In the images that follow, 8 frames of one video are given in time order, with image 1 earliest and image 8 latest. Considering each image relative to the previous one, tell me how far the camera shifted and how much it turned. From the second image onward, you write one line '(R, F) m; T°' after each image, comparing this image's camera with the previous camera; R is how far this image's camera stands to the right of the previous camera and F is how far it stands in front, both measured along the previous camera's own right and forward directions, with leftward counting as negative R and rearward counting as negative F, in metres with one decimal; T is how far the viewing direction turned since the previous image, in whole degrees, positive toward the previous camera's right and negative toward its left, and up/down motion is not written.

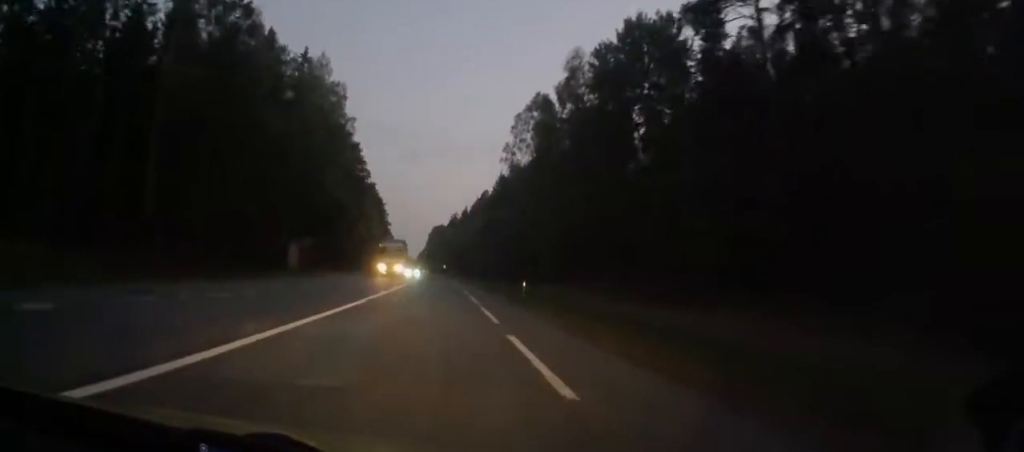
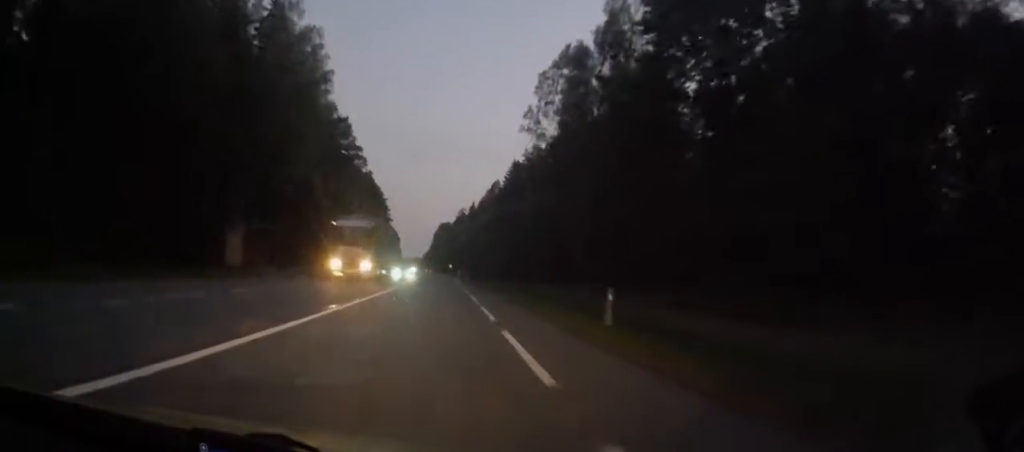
(-0.1, +17.4) m; 0°
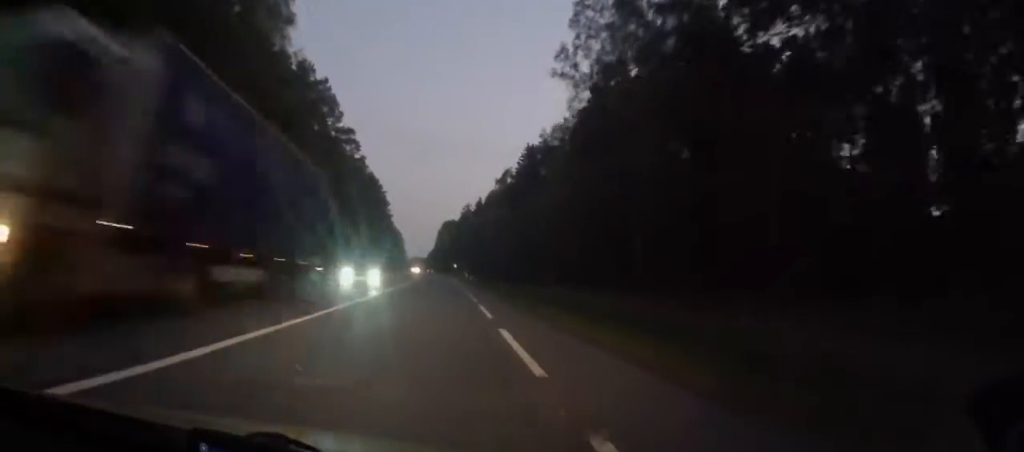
(0.0, +17.3) m; 0°
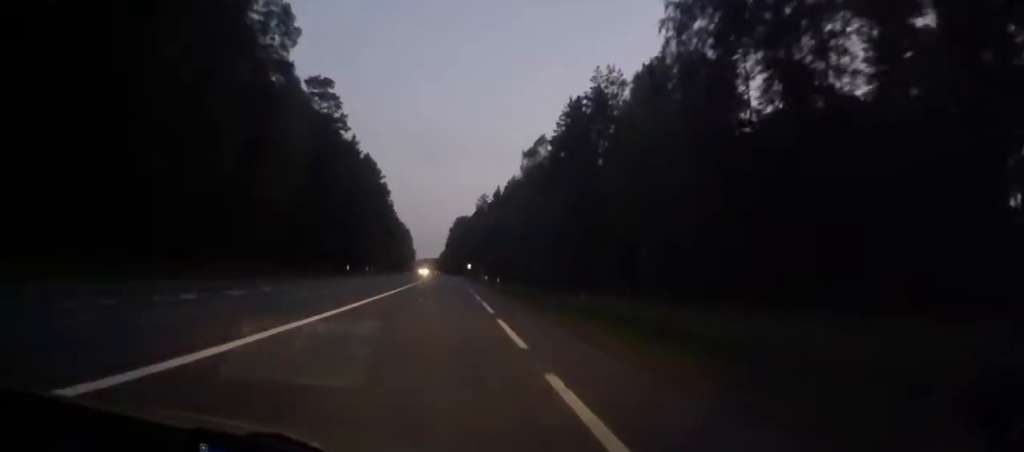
(-0.2, +32.6) m; -1°
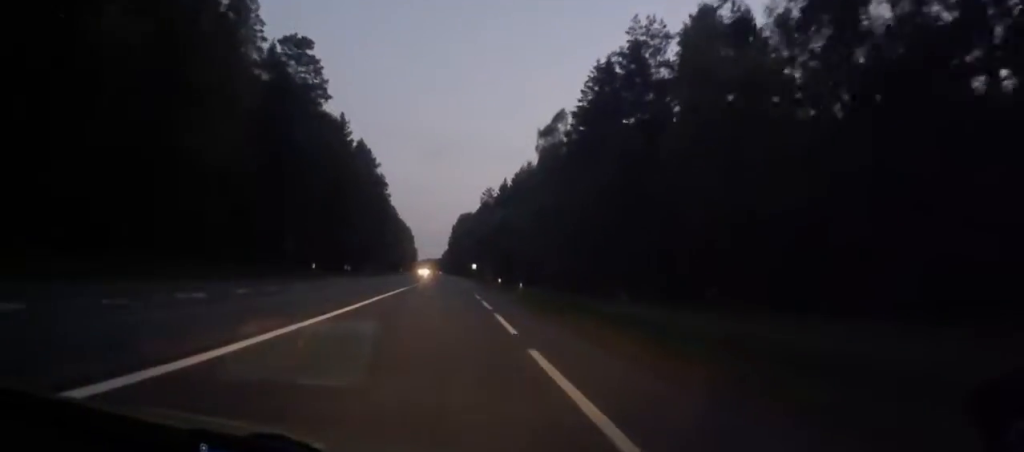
(-0.1, +15.4) m; 0°
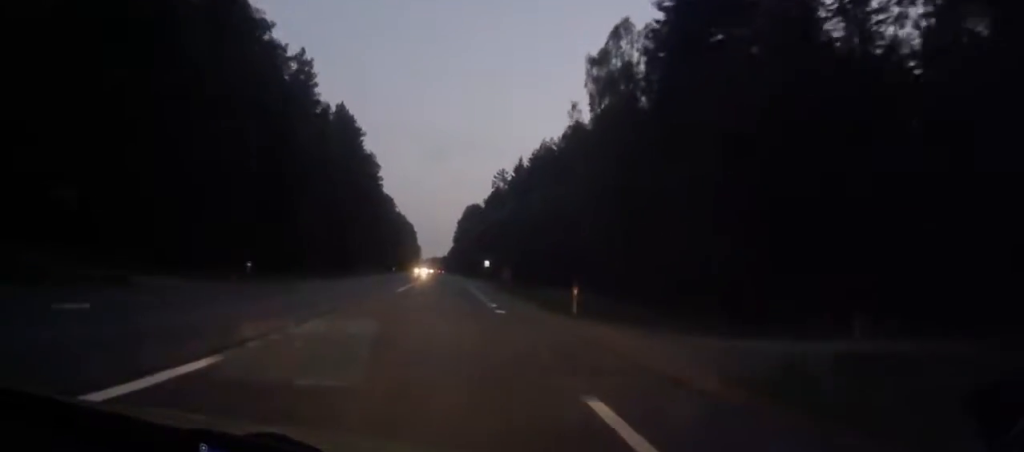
(-0.2, +29.9) m; 0°
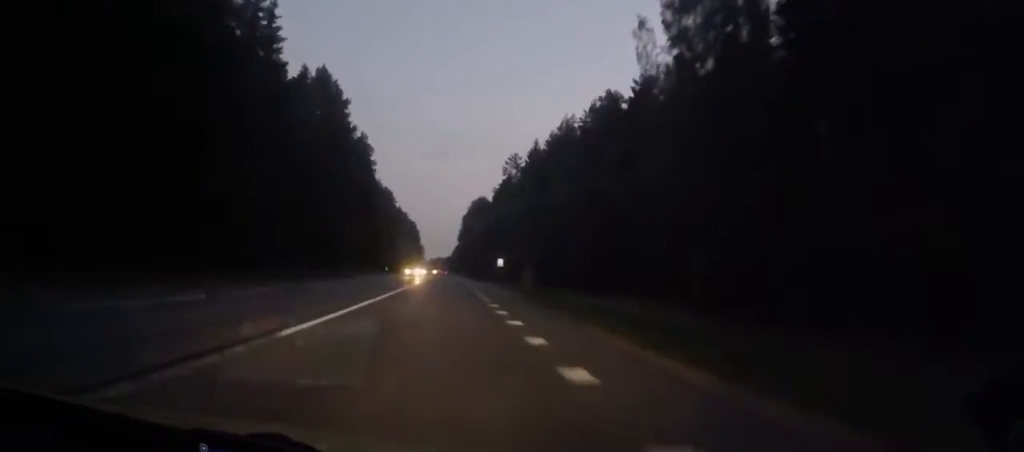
(0.0, +20.3) m; 0°
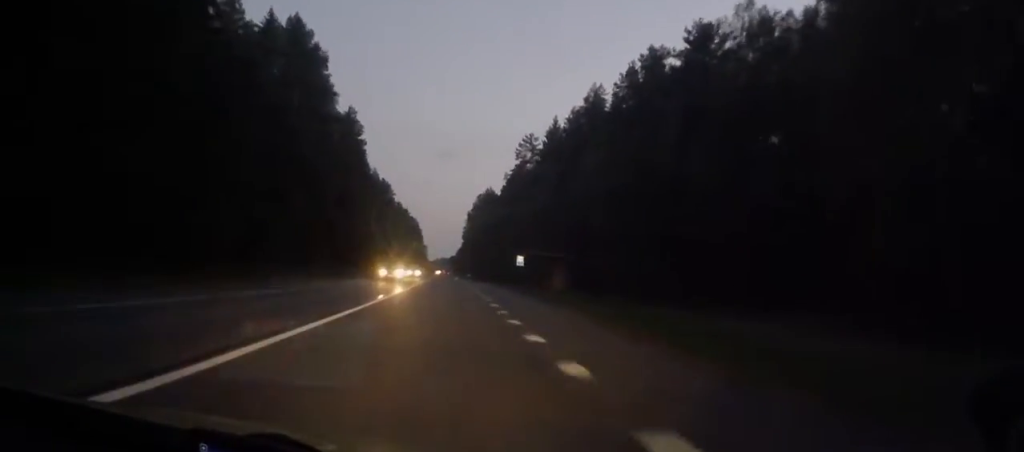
(0.0, +19.5) m; 0°
